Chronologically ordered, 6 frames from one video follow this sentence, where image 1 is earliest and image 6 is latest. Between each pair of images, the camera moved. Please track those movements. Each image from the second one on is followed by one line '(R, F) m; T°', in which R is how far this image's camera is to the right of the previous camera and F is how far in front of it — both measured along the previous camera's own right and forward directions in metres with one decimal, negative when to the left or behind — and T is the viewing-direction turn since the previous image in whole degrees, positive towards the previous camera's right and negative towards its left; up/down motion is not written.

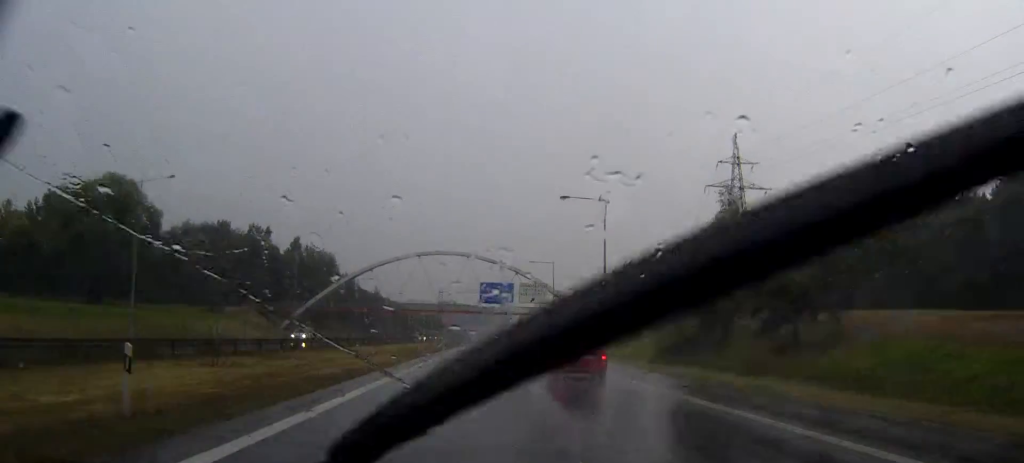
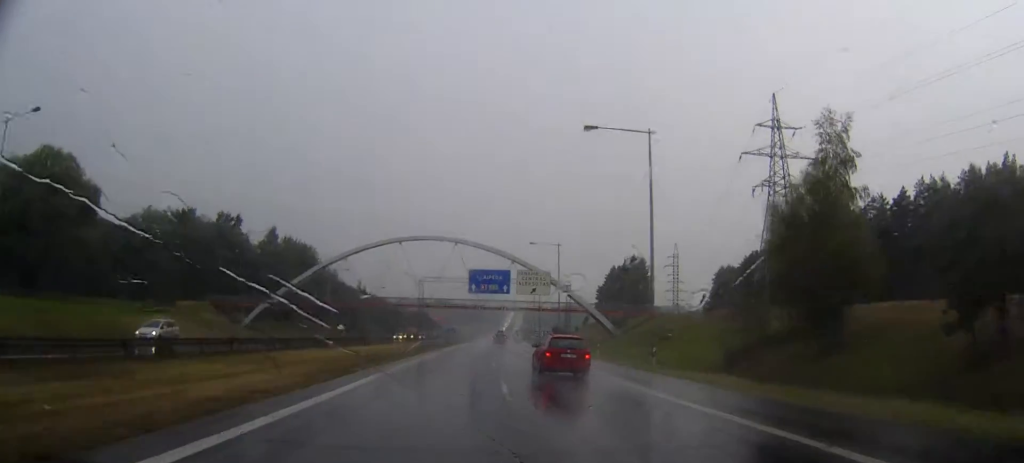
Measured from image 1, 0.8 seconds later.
(0.0, +19.1) m; 0°
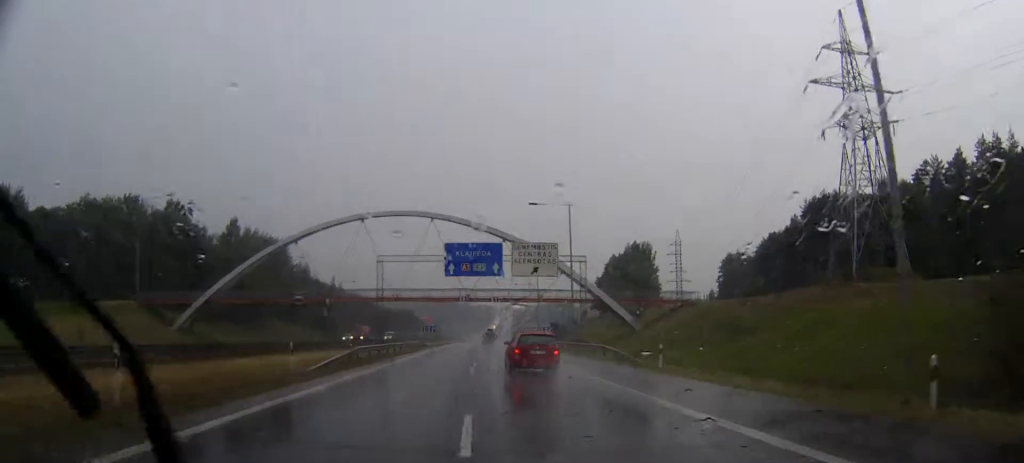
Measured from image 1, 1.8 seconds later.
(+0.1, +24.5) m; 0°
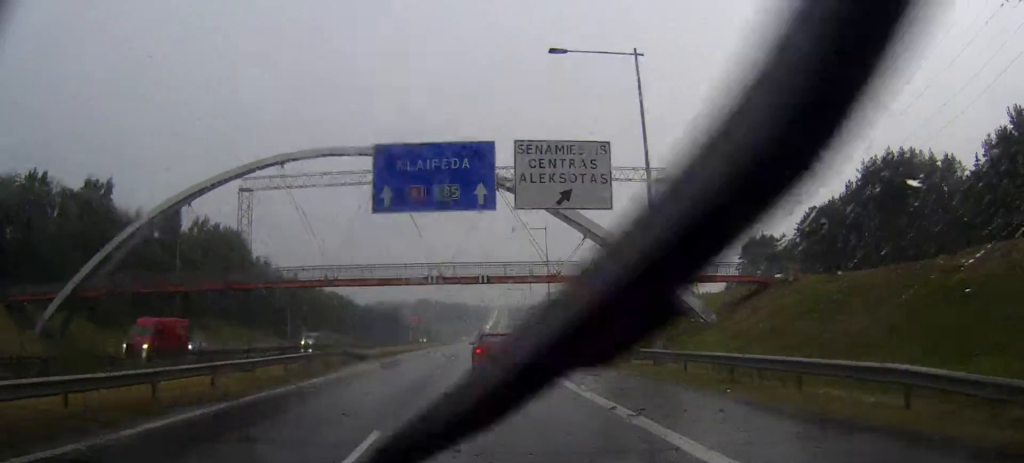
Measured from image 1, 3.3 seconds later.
(+0.1, +33.7) m; 0°
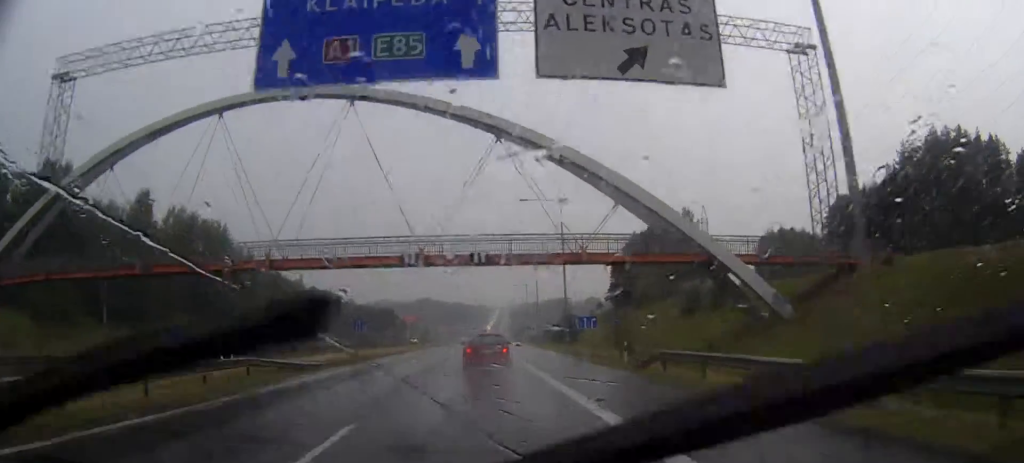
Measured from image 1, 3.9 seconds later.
(0.0, +15.5) m; 0°
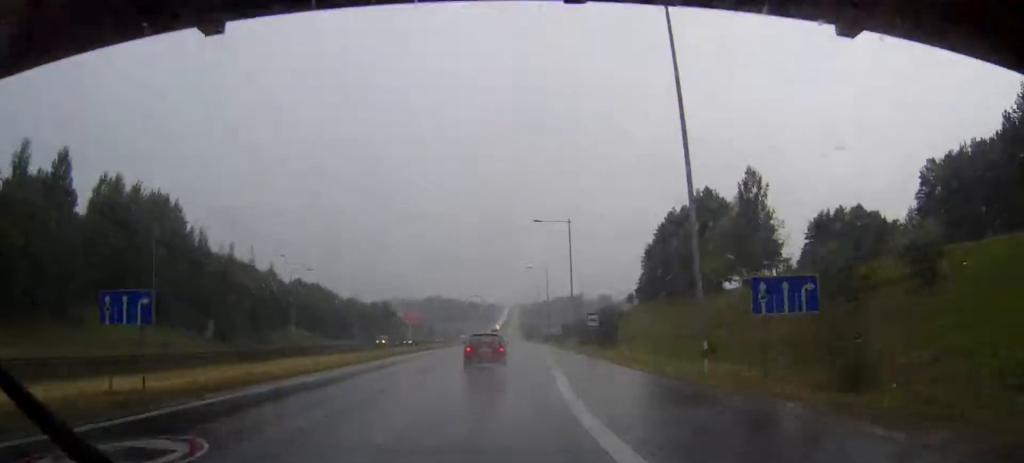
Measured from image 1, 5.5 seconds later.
(+0.4, +36.0) m; 0°
